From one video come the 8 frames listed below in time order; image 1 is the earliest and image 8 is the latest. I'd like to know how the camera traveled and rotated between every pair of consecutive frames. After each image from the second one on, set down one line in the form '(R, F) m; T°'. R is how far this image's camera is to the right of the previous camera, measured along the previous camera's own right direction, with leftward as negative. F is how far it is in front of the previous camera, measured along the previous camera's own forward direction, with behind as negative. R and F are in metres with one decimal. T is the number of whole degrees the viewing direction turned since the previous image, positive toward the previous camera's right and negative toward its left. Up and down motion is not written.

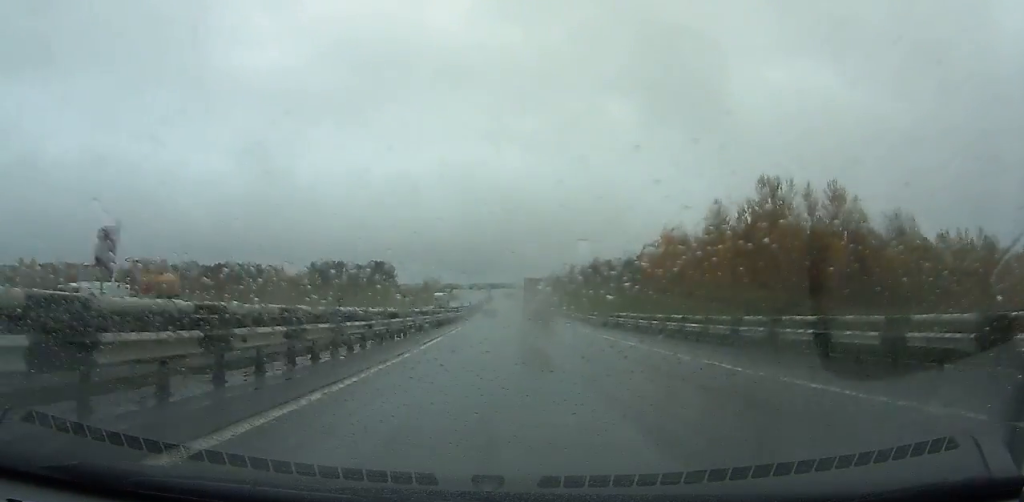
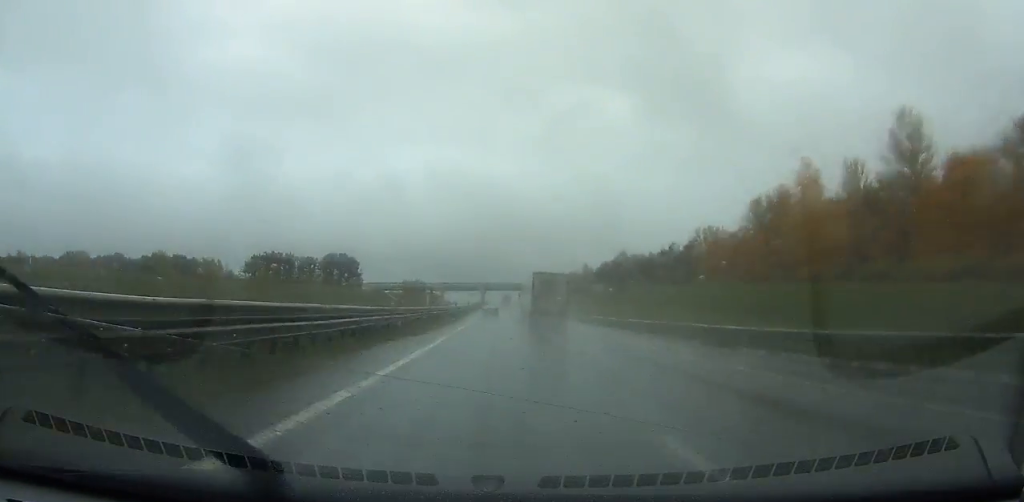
(+0.1, +71.3) m; 0°
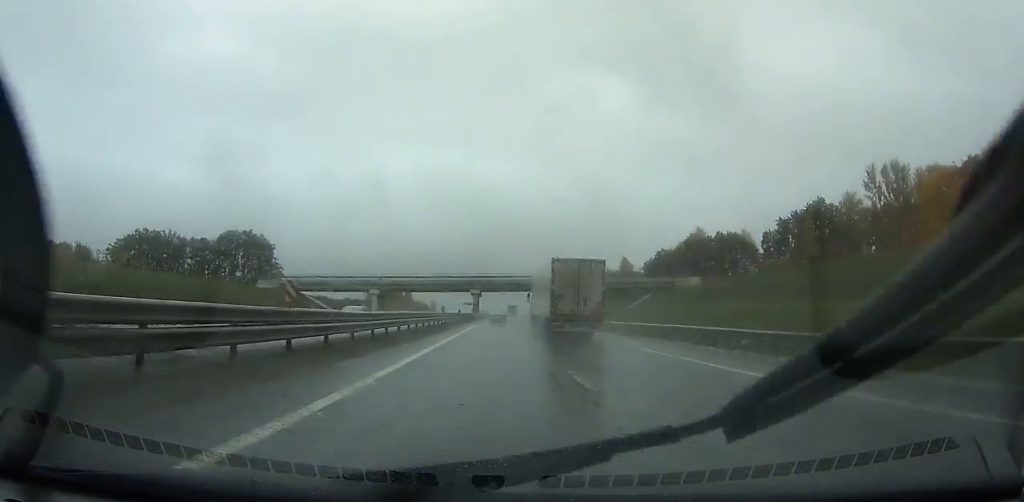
(+0.3, +86.5) m; 0°
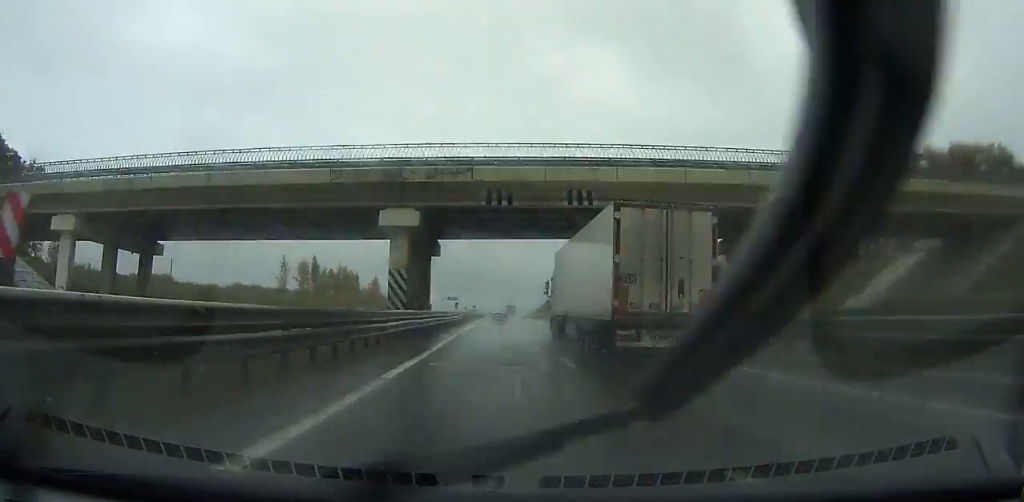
(+0.1, +79.4) m; 0°
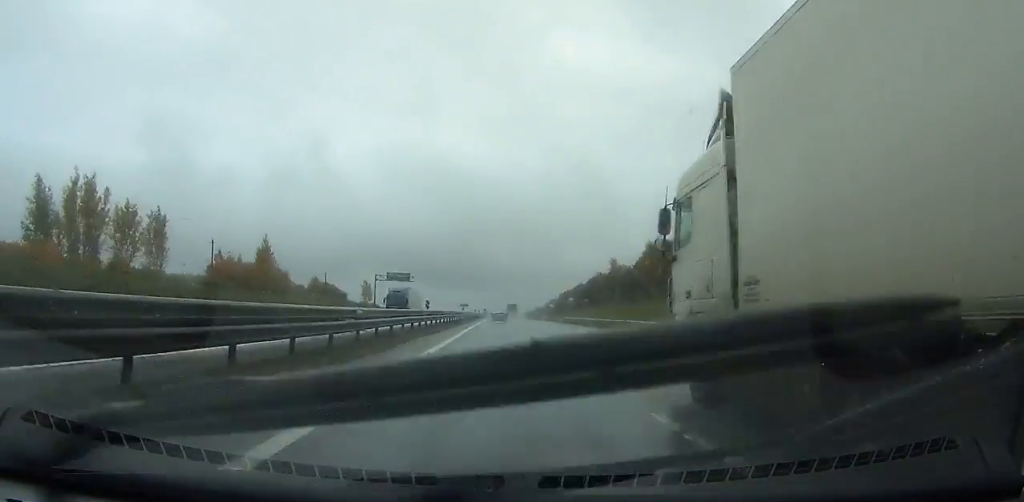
(+0.3, +118.2) m; 0°
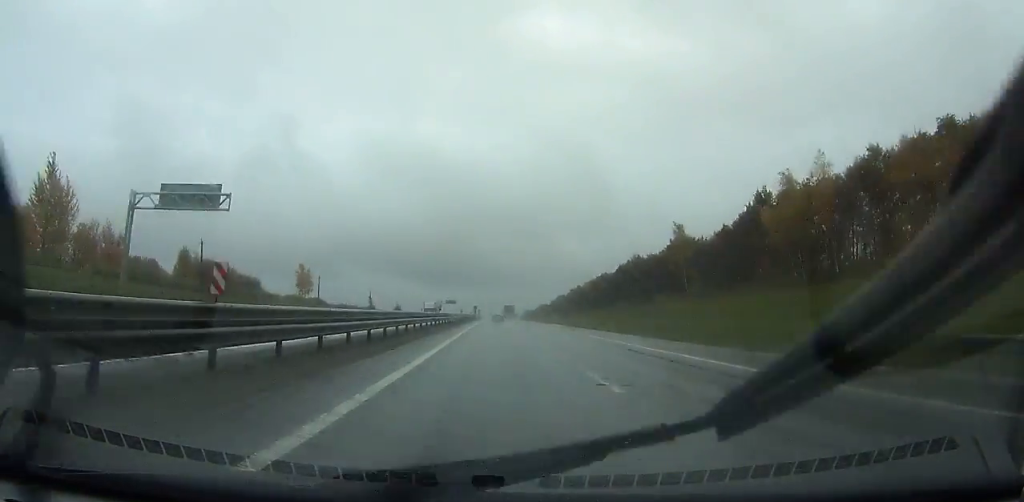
(+0.1, +66.5) m; 0°
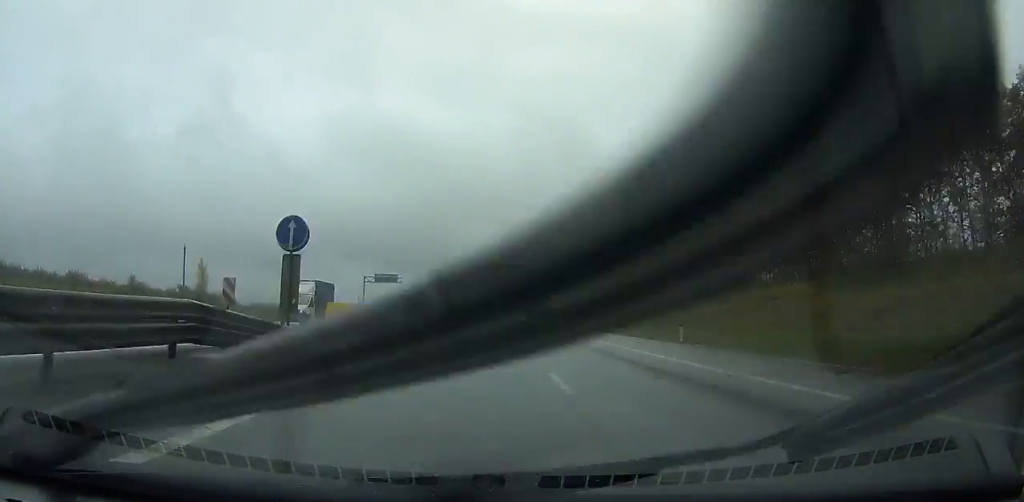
(-0.3, +130.5) m; 0°
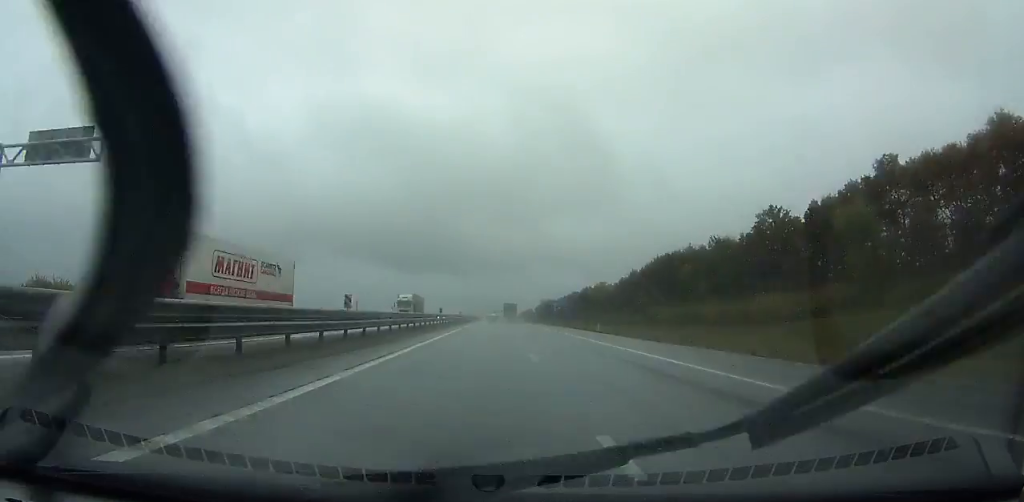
(-0.1, +78.1) m; 0°
